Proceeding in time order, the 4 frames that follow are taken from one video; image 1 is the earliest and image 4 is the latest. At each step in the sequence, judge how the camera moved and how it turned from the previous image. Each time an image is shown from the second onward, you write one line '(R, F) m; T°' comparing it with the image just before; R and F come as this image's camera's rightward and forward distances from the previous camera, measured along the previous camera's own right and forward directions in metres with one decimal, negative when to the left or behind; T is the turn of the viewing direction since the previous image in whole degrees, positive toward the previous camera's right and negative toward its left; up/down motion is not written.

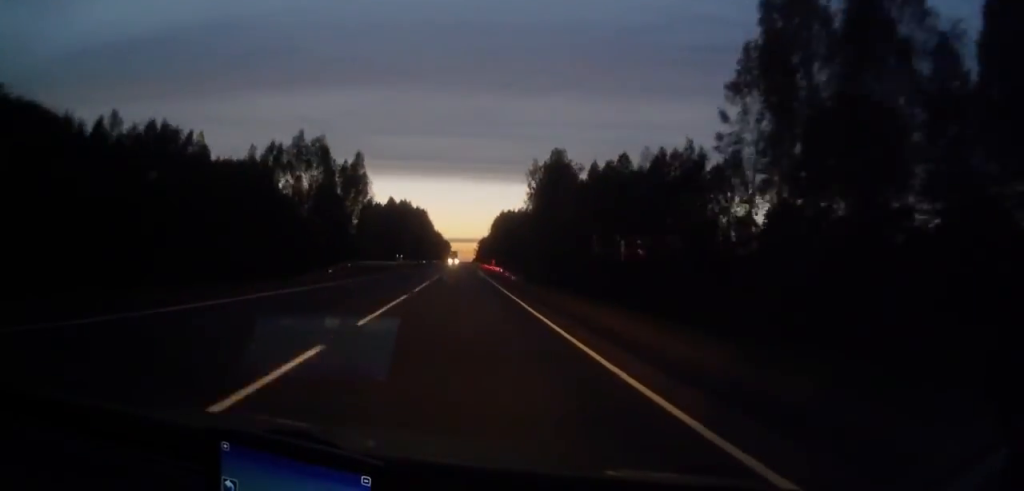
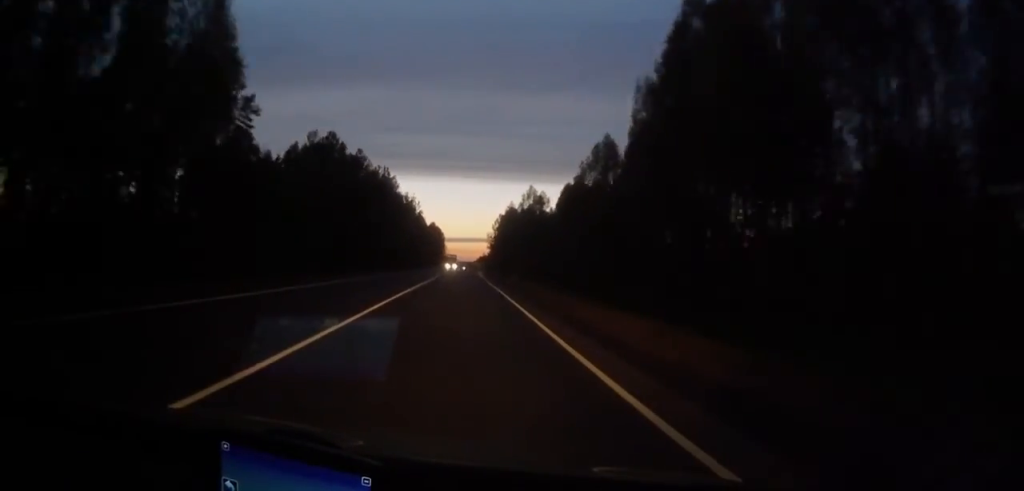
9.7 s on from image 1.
(+0.4, +274.6) m; 0°
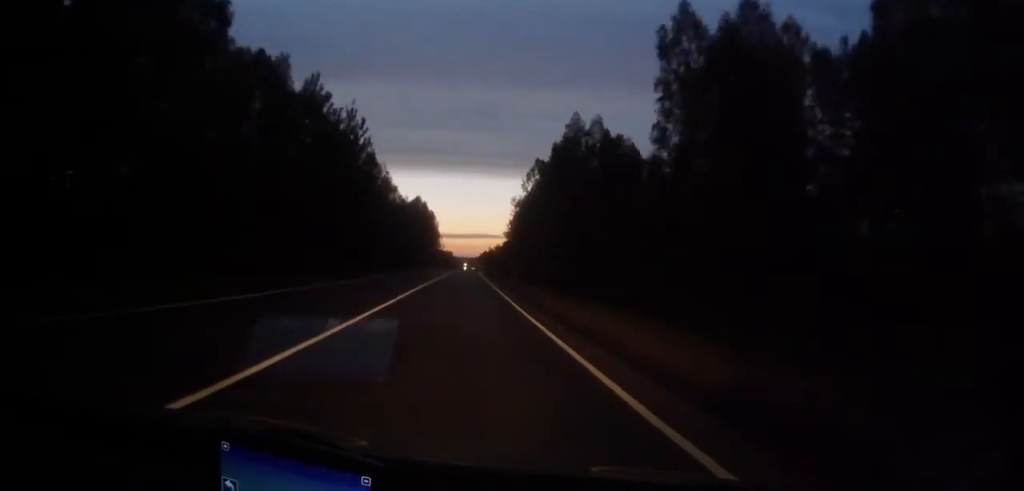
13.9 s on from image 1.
(-0.2, +95.4) m; 0°
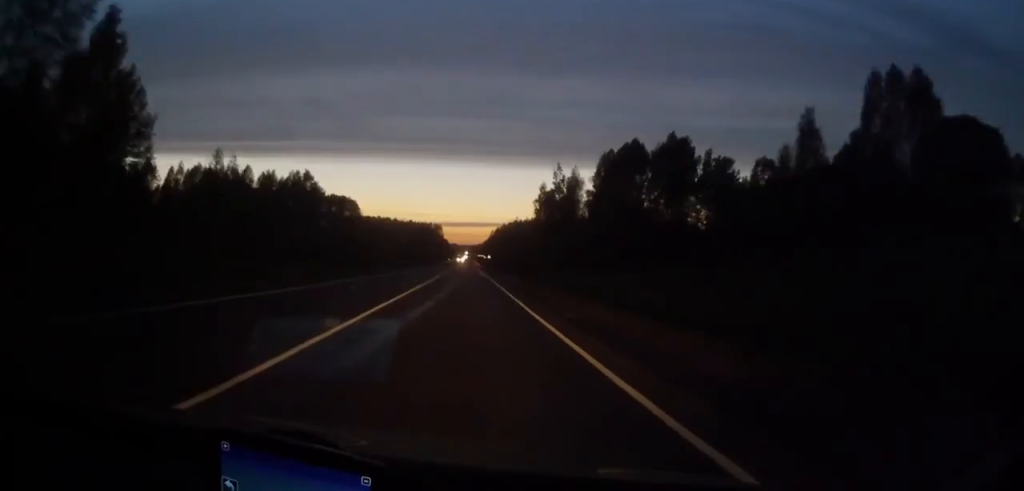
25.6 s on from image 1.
(+0.8, +338.5) m; 0°
